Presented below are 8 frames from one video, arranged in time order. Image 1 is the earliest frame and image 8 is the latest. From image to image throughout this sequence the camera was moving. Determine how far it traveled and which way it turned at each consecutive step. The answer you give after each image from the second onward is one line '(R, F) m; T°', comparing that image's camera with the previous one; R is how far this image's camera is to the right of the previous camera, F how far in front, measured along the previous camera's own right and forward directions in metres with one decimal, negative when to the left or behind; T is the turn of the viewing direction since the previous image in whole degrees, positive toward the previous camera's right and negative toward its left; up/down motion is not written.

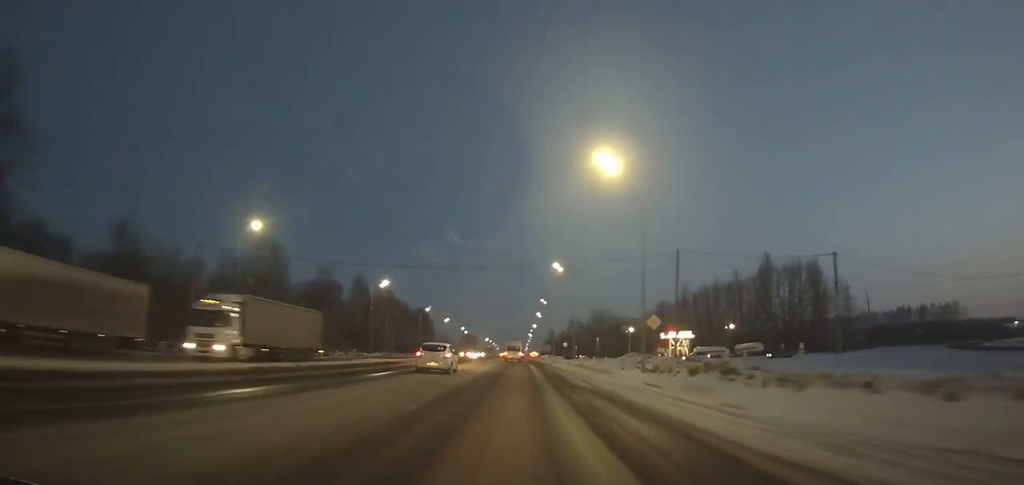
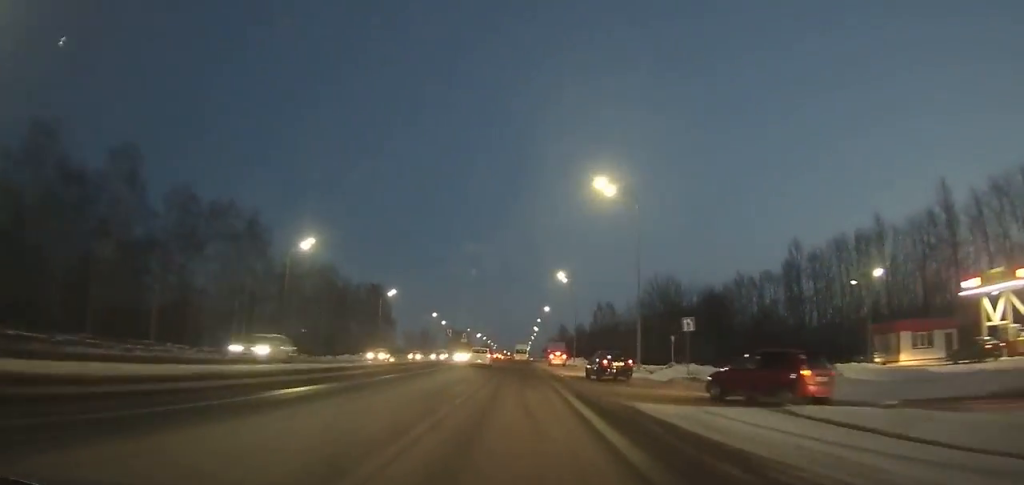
(+0.5, +81.9) m; +1°
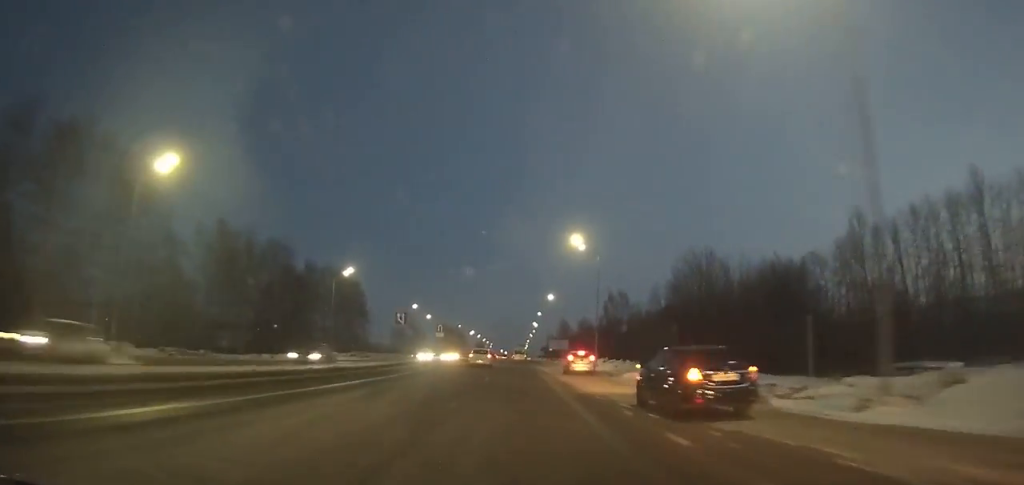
(0.0, +26.0) m; 0°
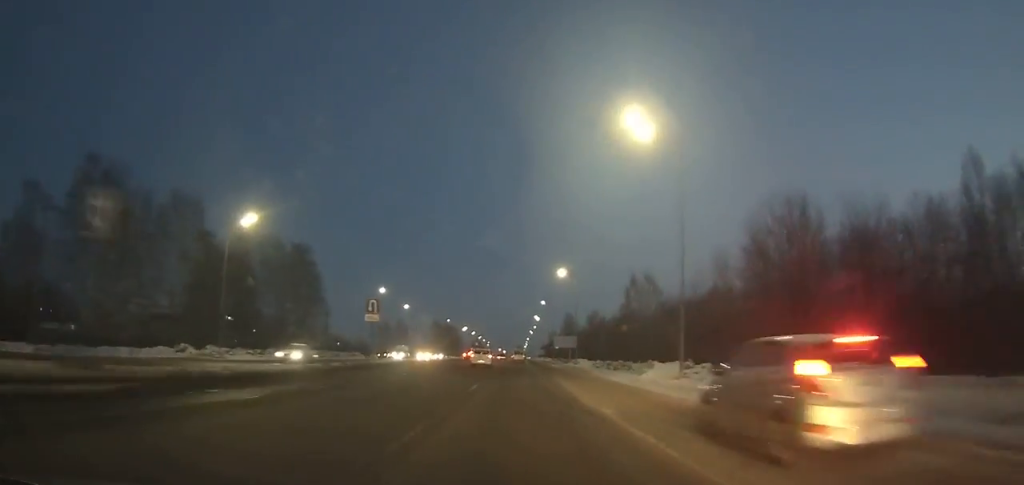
(-0.1, +29.2) m; 0°
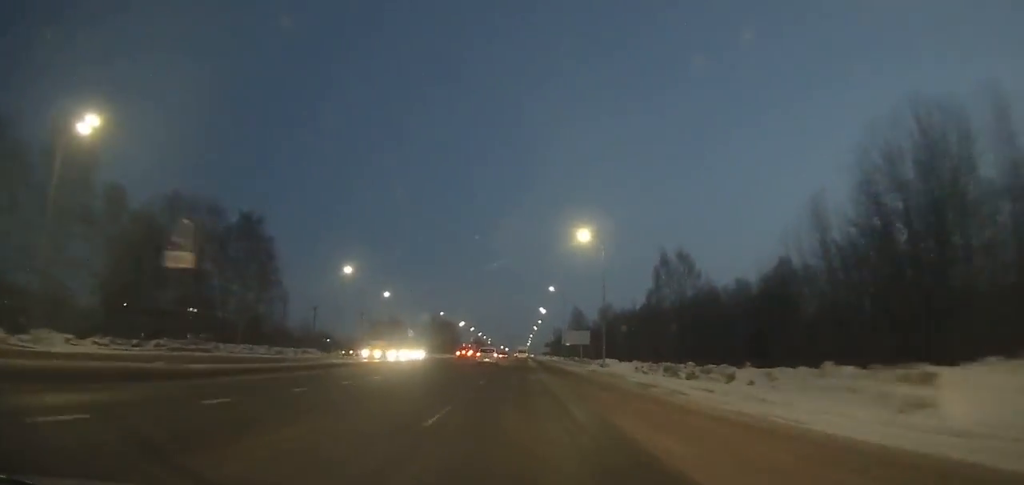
(-0.1, +21.0) m; 0°
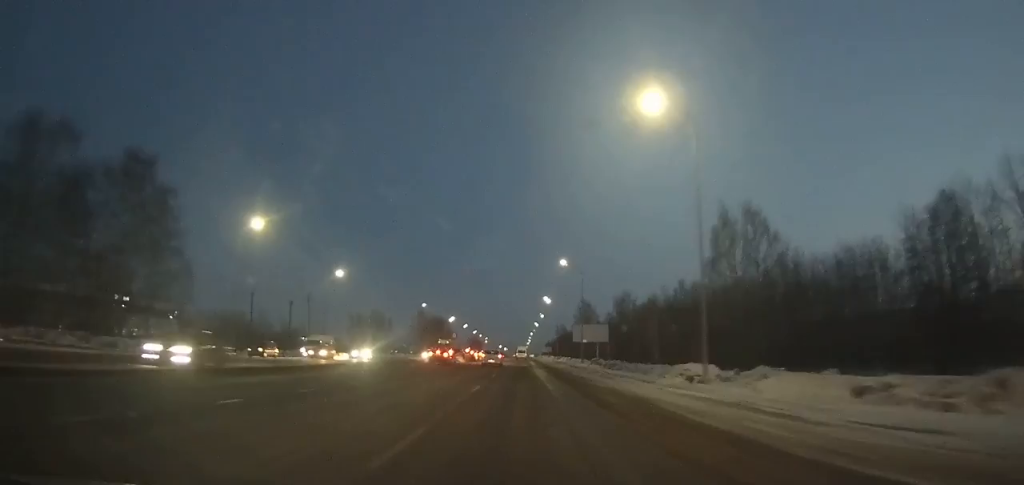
(0.0, +27.5) m; 0°
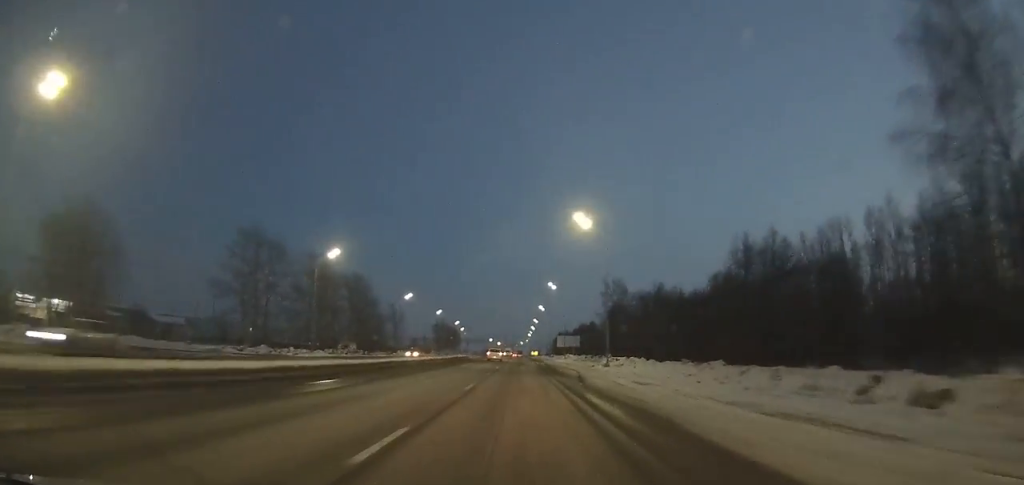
(+0.1, +155.8) m; 0°
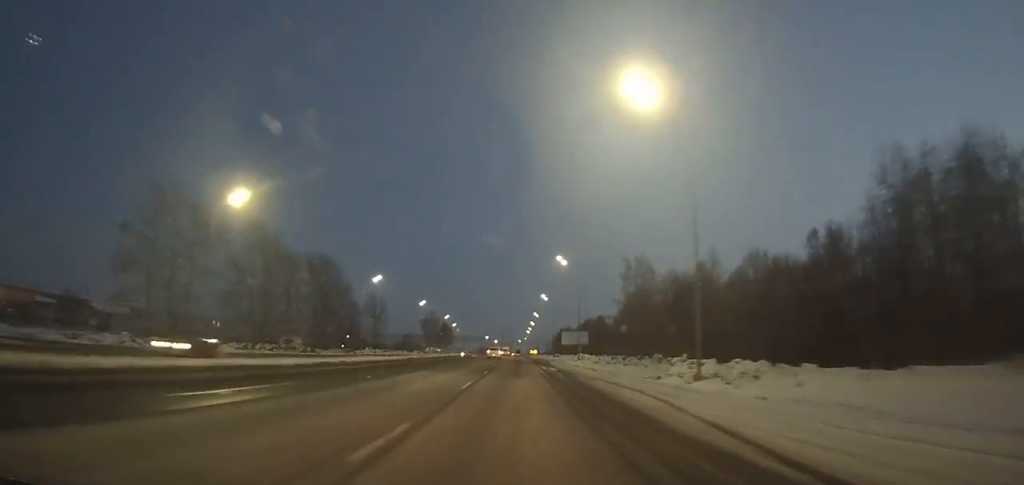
(0.0, +24.2) m; 0°
